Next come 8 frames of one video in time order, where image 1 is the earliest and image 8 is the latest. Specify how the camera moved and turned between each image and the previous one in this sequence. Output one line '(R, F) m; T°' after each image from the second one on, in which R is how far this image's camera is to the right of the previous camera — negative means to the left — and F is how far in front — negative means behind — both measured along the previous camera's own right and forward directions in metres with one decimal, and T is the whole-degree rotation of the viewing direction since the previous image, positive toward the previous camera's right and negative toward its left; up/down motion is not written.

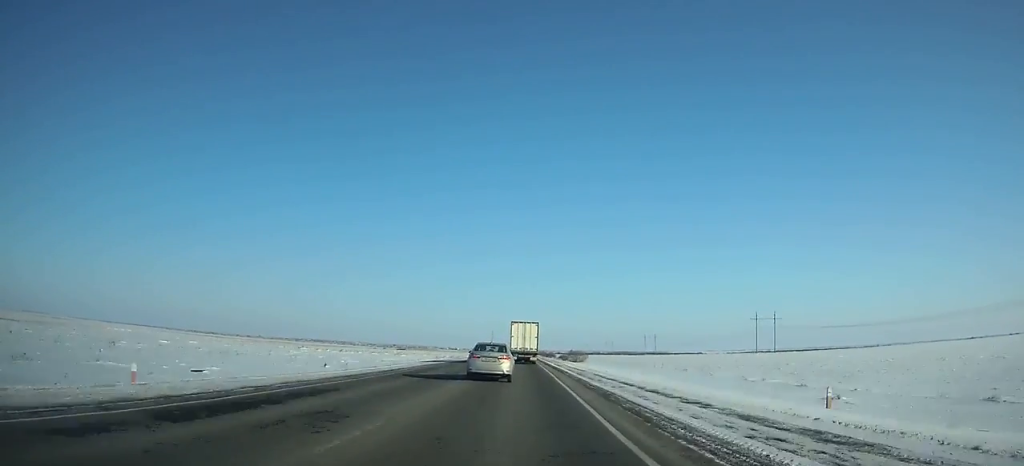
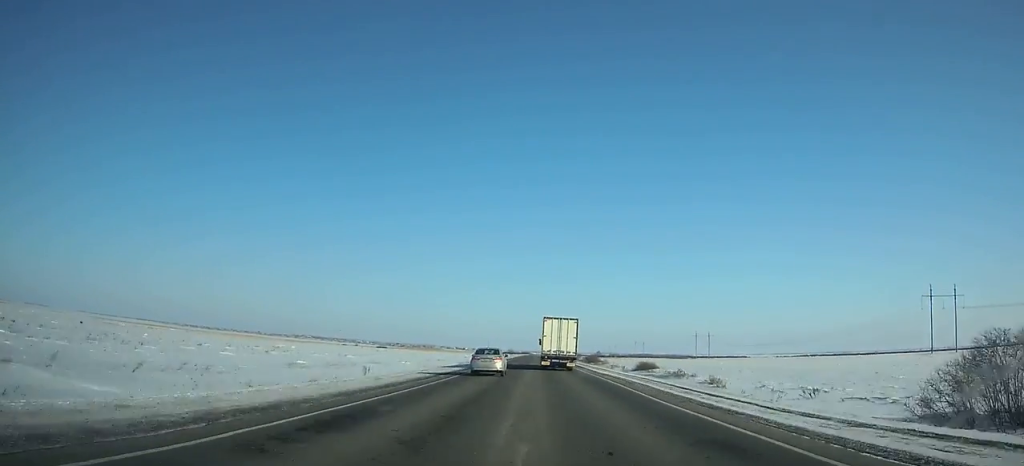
(-1.4, +175.9) m; -1°
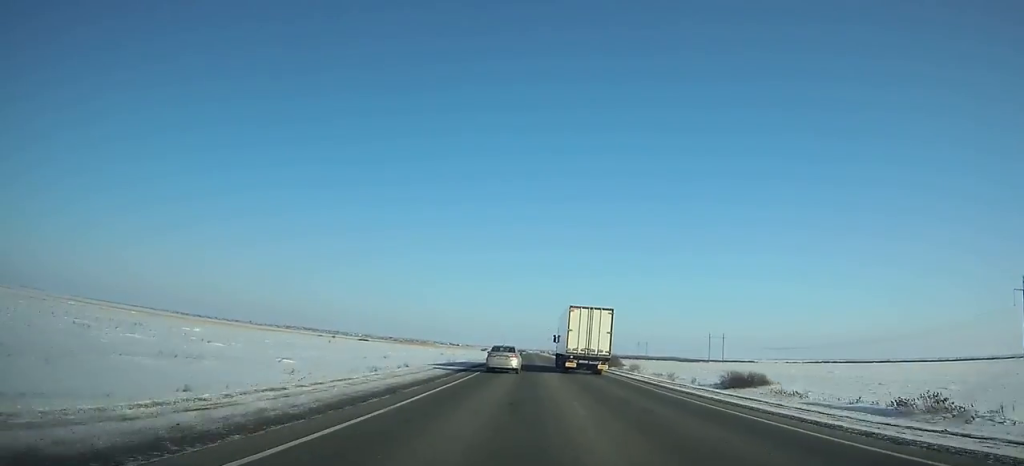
(-0.1, +53.3) m; 0°
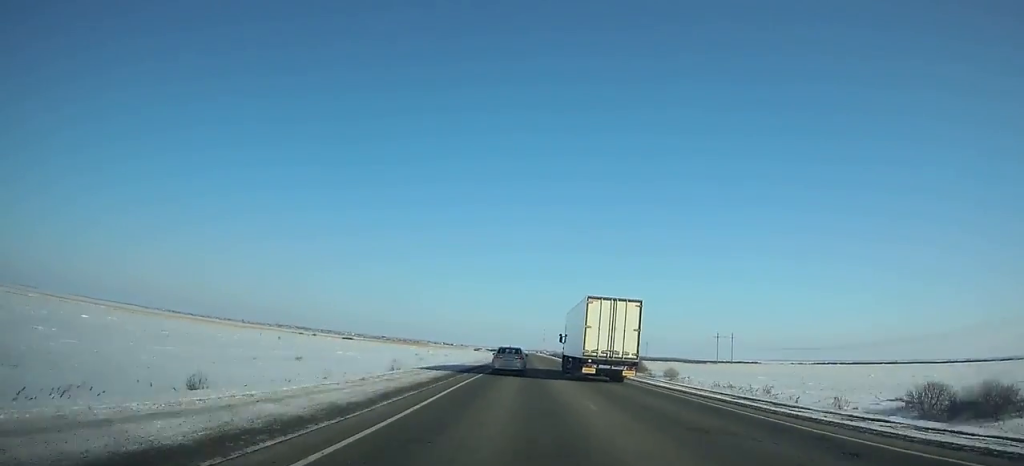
(+0.2, +35.4) m; 0°
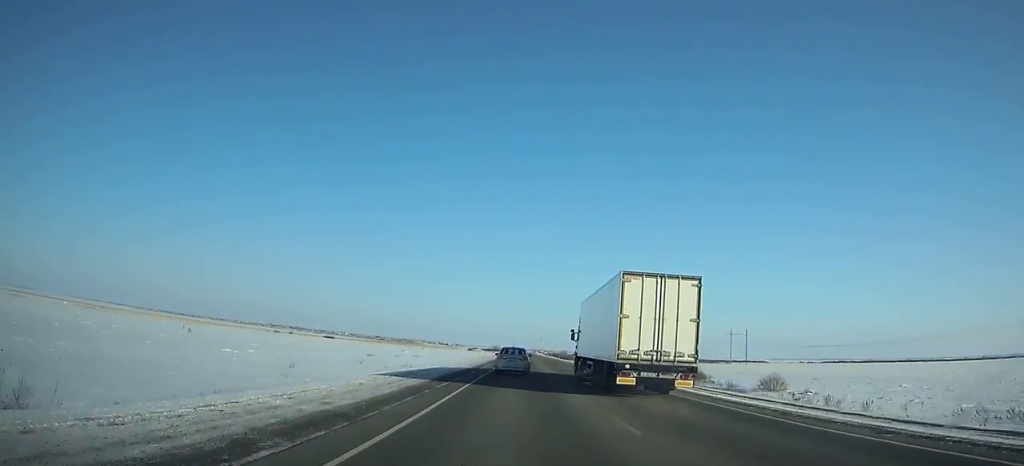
(+0.1, +38.4) m; 0°
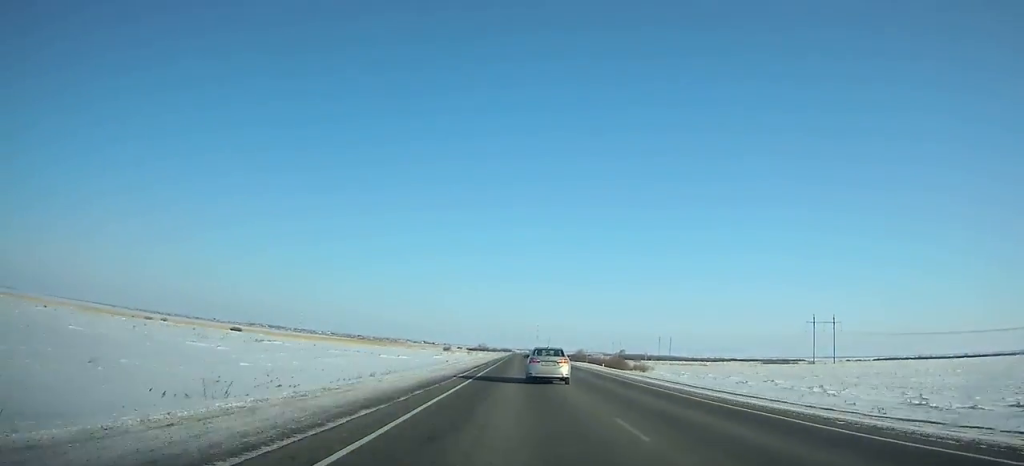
(+0.8, +143.8) m; +1°
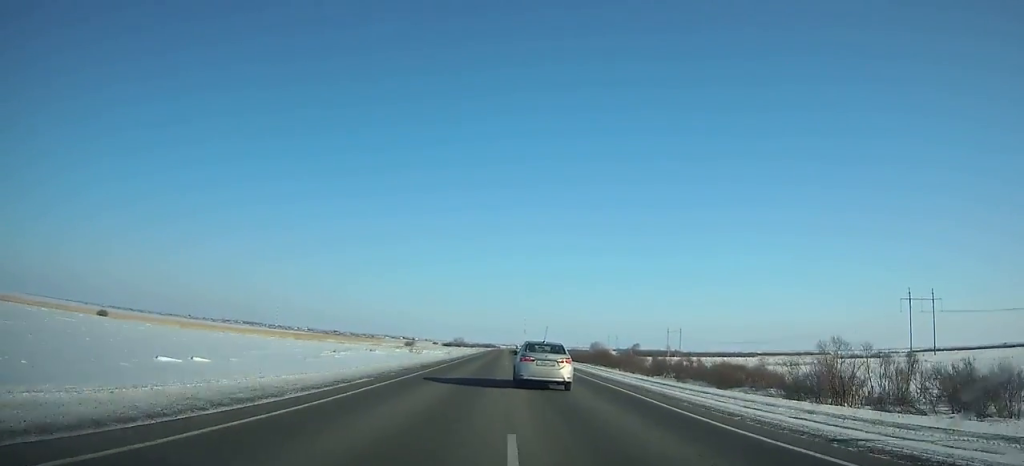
(+0.7, +95.2) m; 0°
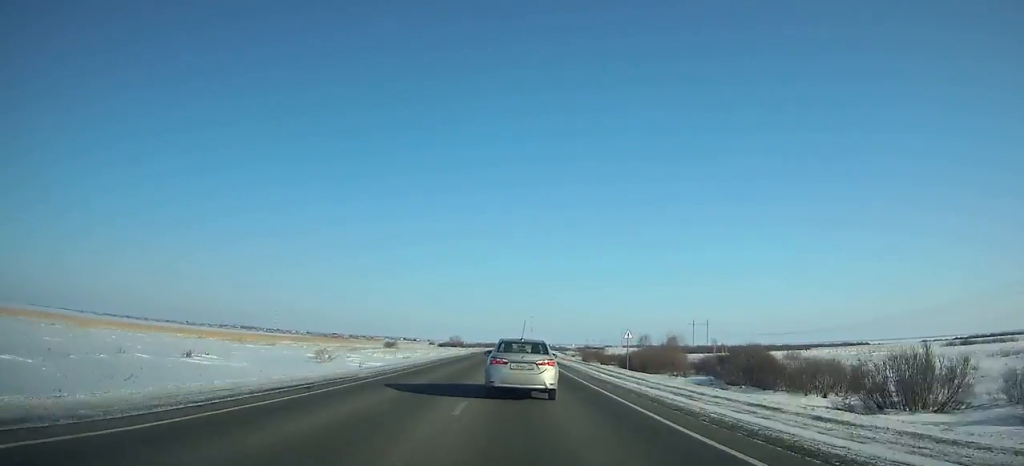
(+0.1, +66.4) m; 0°
